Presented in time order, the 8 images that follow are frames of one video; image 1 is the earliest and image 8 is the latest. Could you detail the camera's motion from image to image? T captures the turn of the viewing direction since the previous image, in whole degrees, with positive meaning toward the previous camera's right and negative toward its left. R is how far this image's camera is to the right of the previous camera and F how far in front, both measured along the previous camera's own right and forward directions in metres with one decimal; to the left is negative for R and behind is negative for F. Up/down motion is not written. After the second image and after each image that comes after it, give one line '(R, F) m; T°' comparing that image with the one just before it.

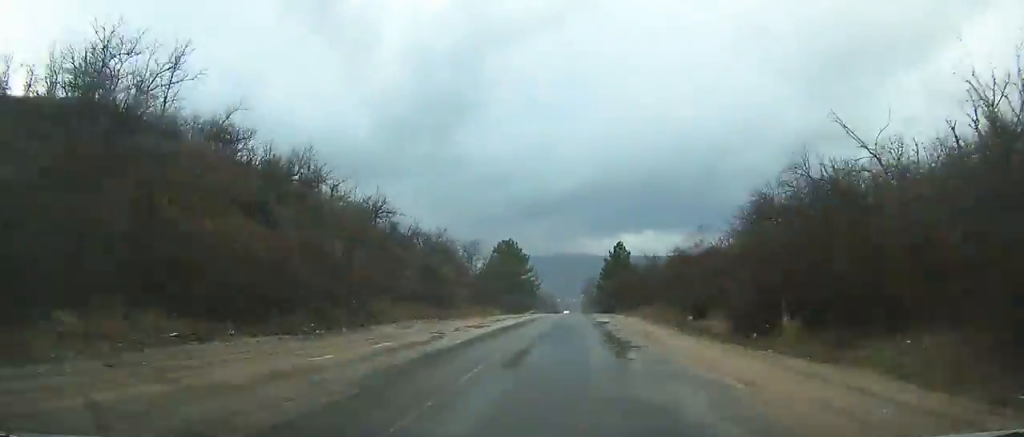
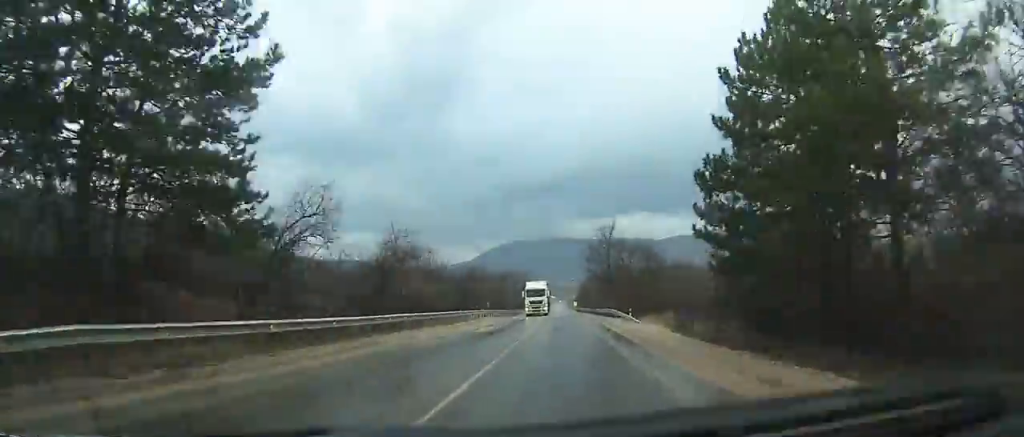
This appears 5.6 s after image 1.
(+1.6, +94.2) m; +2°
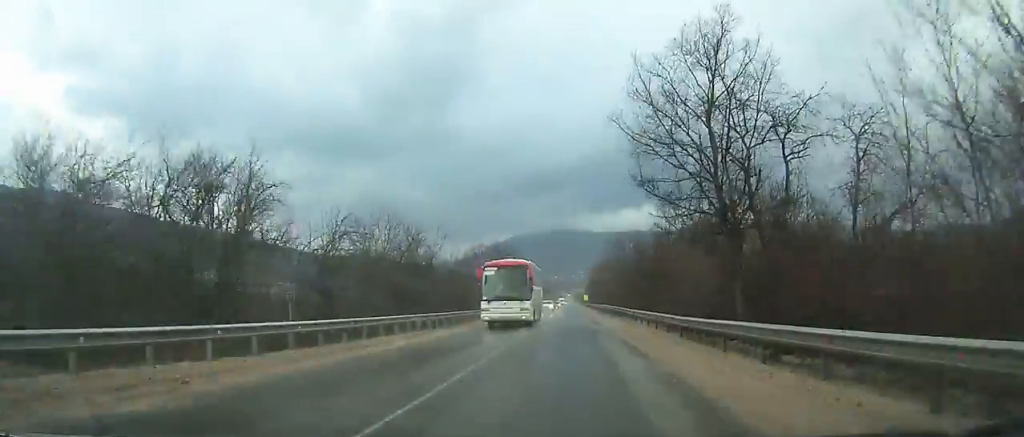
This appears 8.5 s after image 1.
(+0.6, +51.0) m; 0°
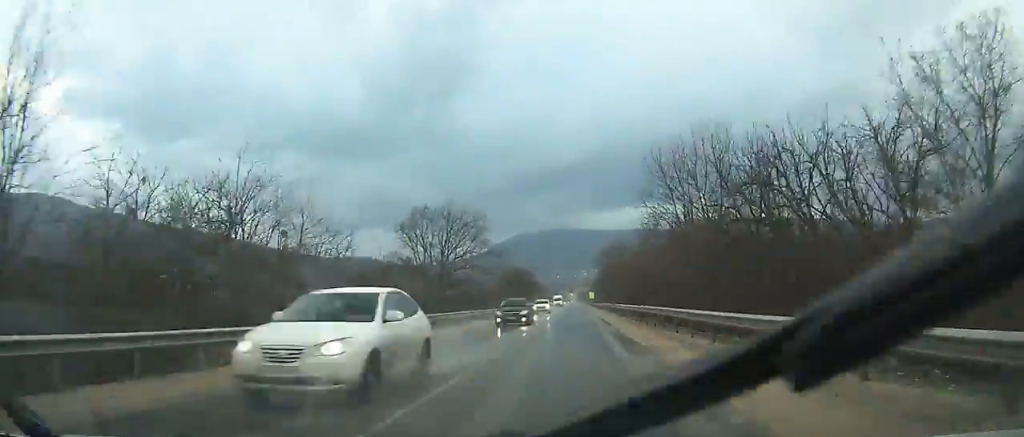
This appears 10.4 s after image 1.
(-0.4, +34.6) m; -1°
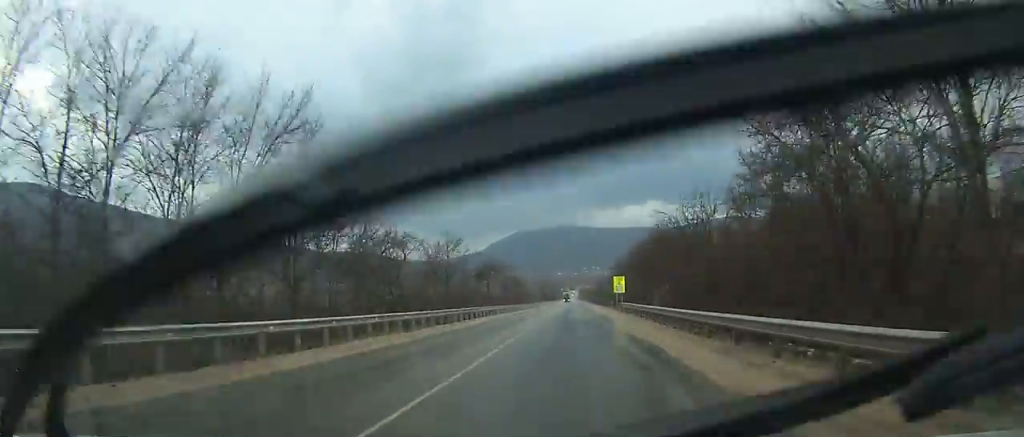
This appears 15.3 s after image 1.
(-0.6, +95.5) m; 0°
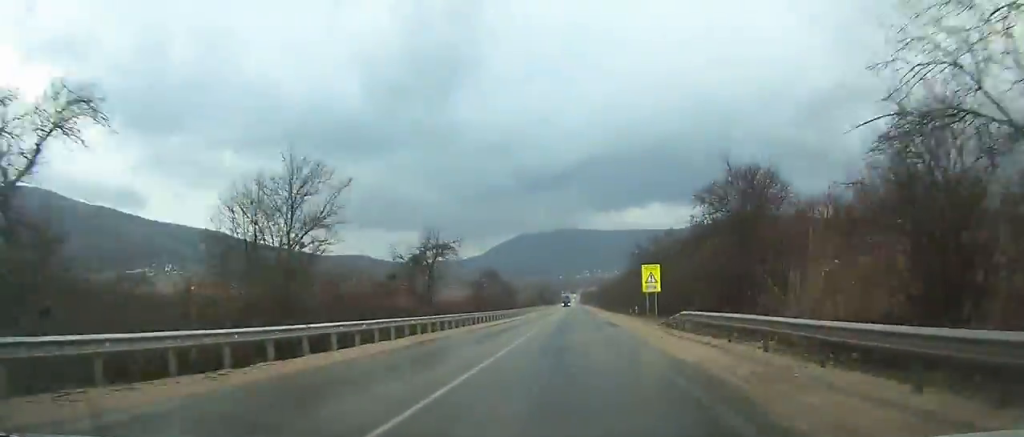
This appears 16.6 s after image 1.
(+0.1, +26.3) m; 0°
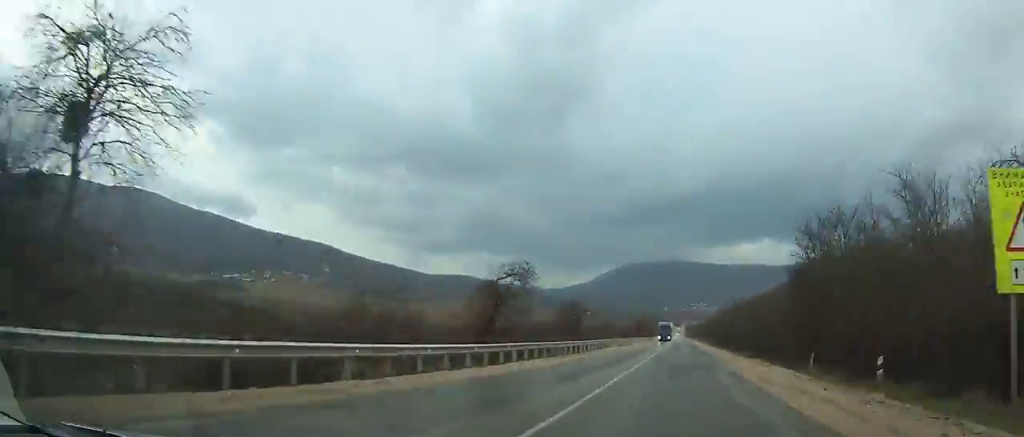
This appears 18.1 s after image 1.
(0.0, +31.5) m; 0°
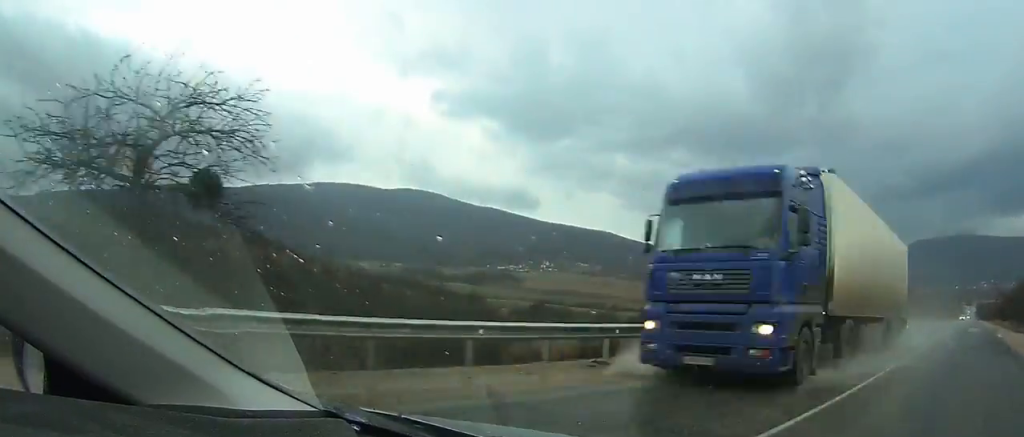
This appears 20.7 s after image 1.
(-0.2, +55.4) m; 0°
